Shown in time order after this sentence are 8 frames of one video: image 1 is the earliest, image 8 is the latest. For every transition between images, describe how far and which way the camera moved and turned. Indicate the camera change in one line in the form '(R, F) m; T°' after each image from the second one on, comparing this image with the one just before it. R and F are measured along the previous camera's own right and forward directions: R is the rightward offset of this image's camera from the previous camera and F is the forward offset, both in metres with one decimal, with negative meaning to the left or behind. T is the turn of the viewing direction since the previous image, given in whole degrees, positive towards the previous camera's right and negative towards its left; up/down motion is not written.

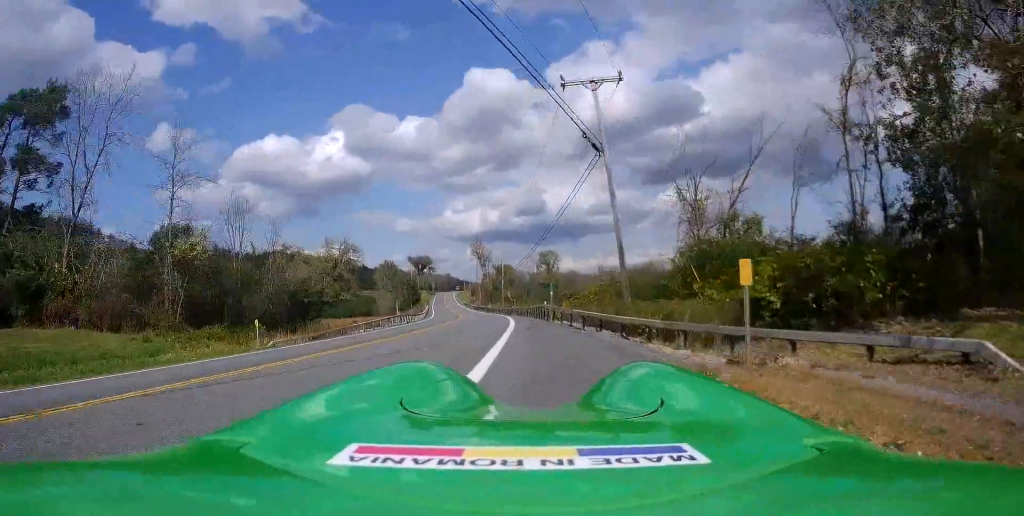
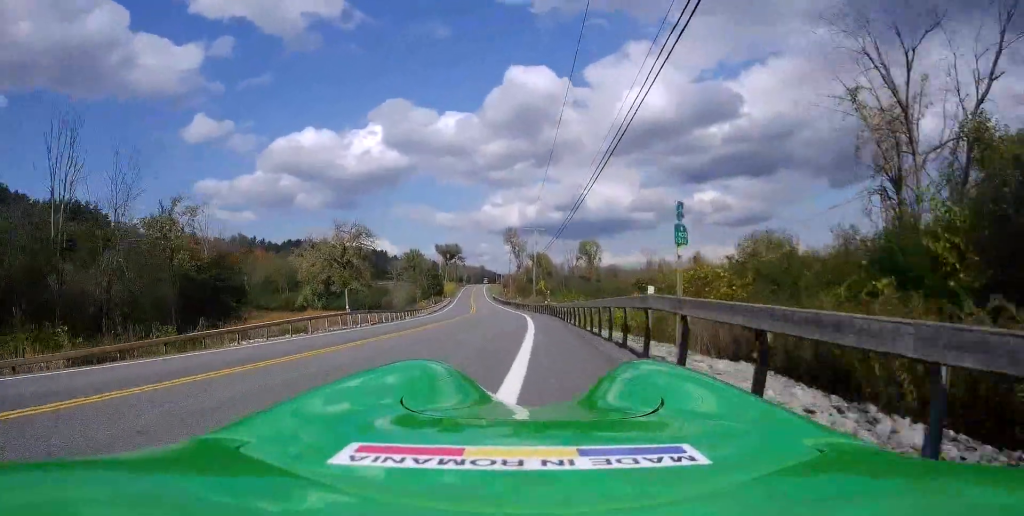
(-1.0, +20.8) m; -6°
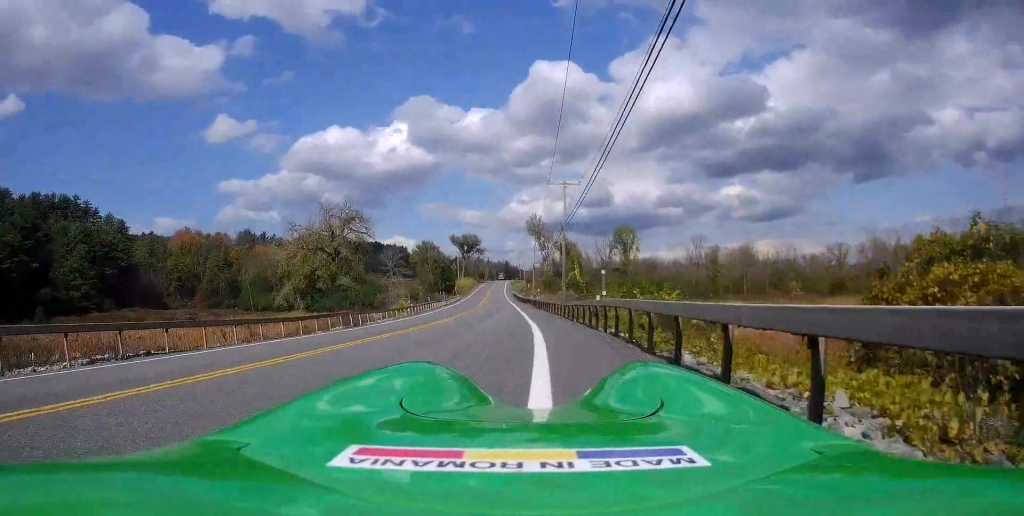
(-0.5, +23.8) m; -2°
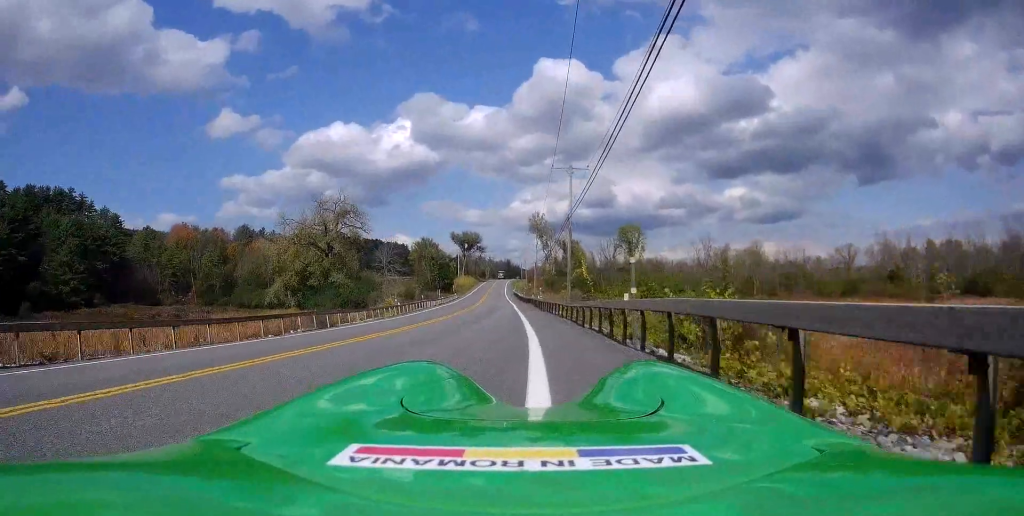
(-0.1, +5.3) m; -1°
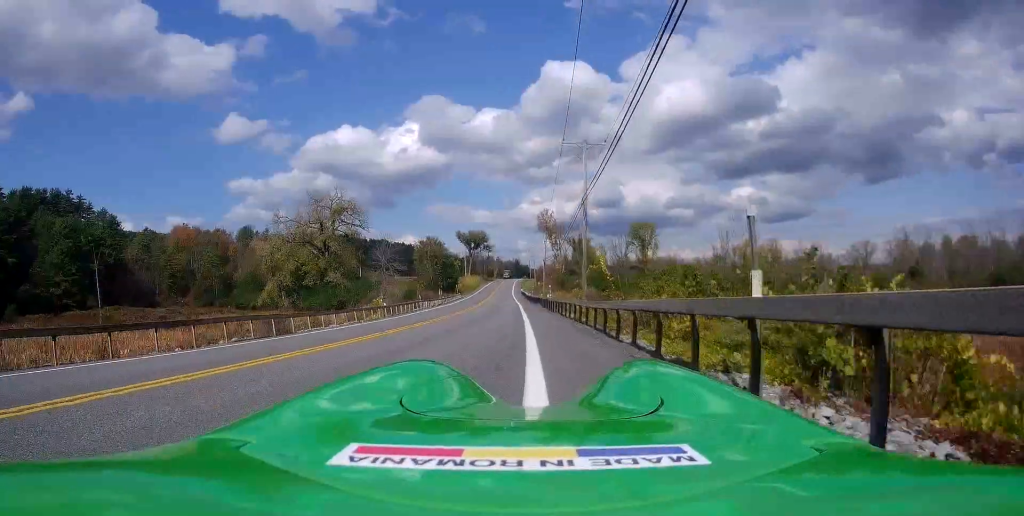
(-0.1, +6.4) m; -1°
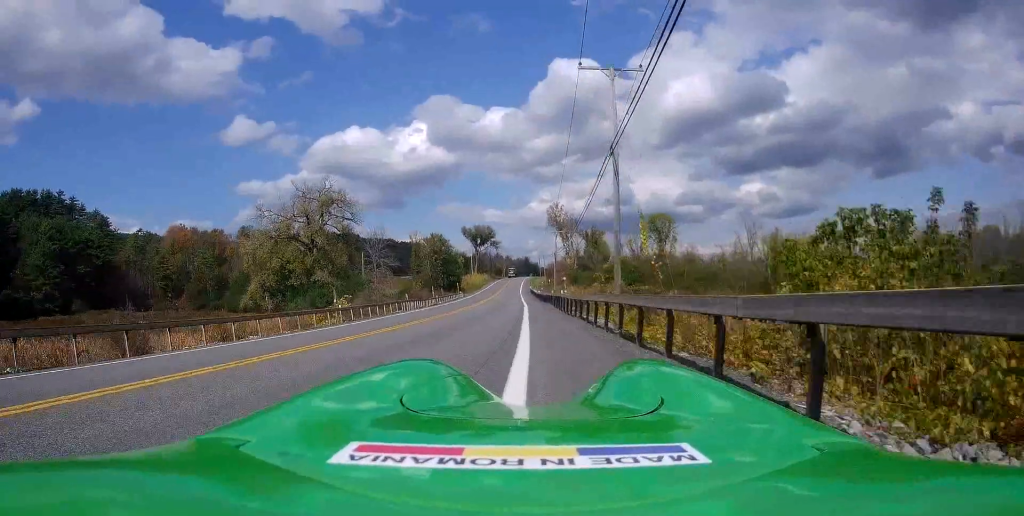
(0.0, +10.1) m; -1°
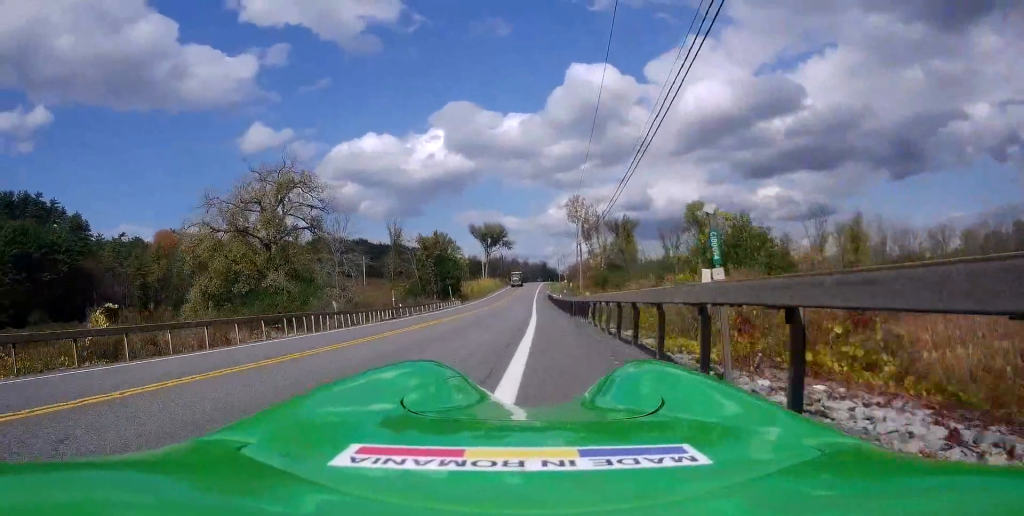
(-0.7, +22.0) m; -2°
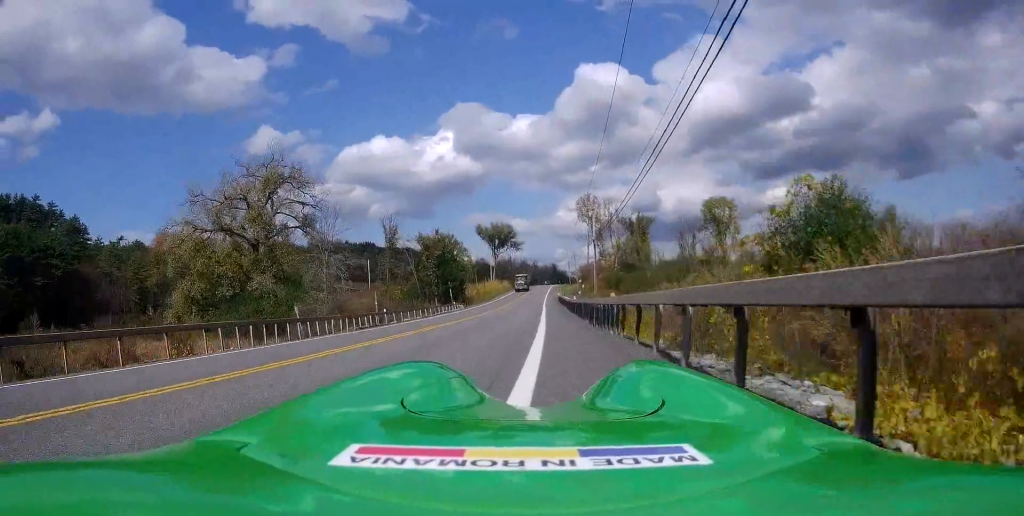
(0.0, +5.9) m; 0°
